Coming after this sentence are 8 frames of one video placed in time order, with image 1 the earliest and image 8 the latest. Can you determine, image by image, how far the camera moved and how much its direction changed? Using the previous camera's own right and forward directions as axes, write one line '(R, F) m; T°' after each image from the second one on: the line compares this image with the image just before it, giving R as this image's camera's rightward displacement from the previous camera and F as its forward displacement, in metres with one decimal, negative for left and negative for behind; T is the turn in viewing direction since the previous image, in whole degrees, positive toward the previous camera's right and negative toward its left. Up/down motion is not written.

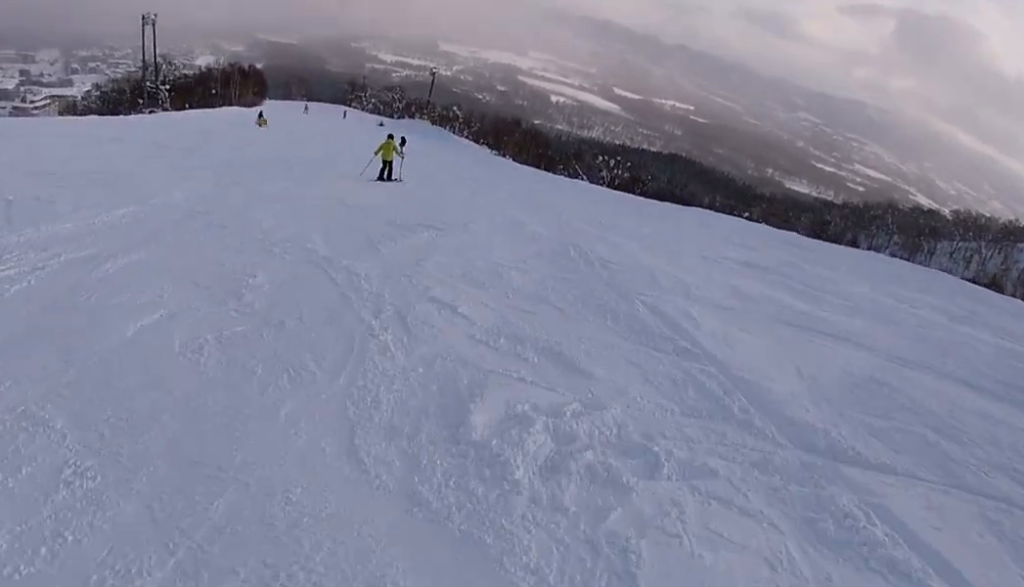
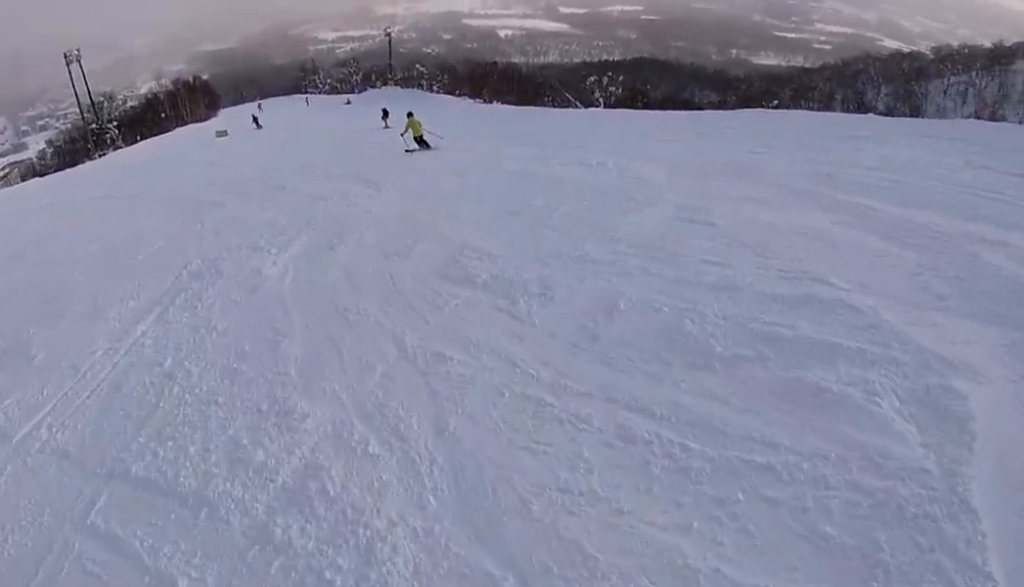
(-0.2, +7.3) m; +9°
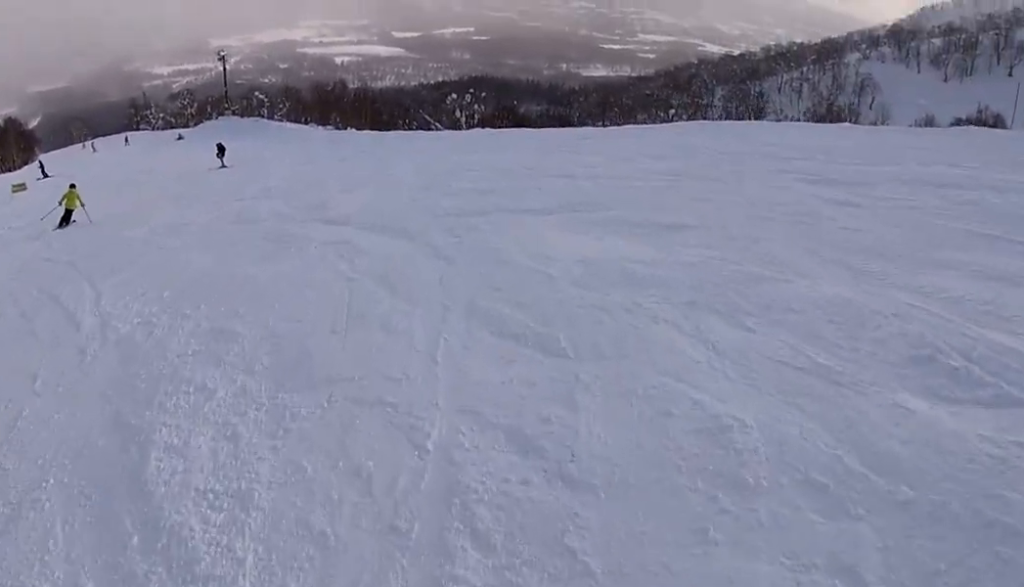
(+0.9, +10.6) m; -4°
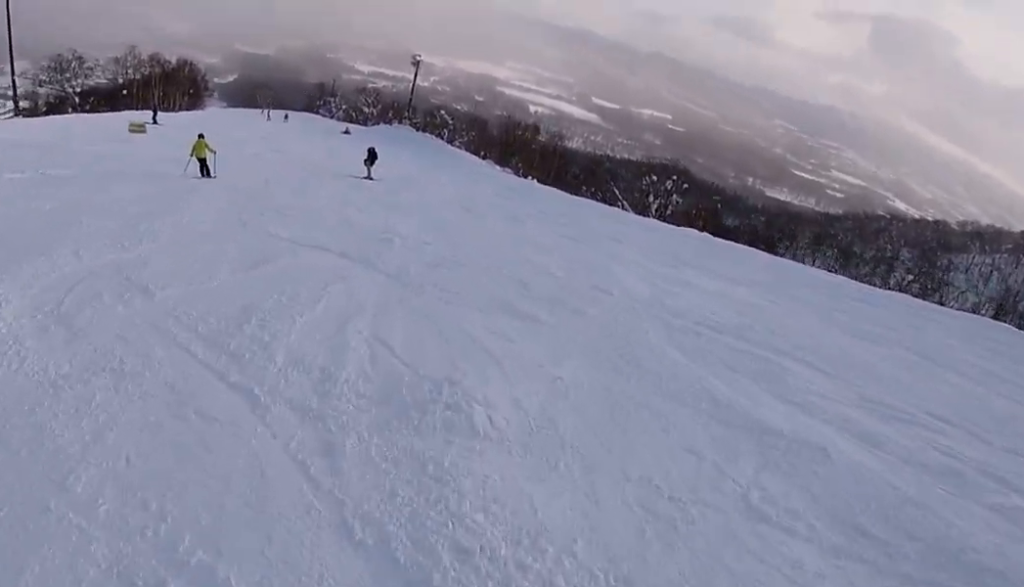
(-1.0, +9.2) m; -8°
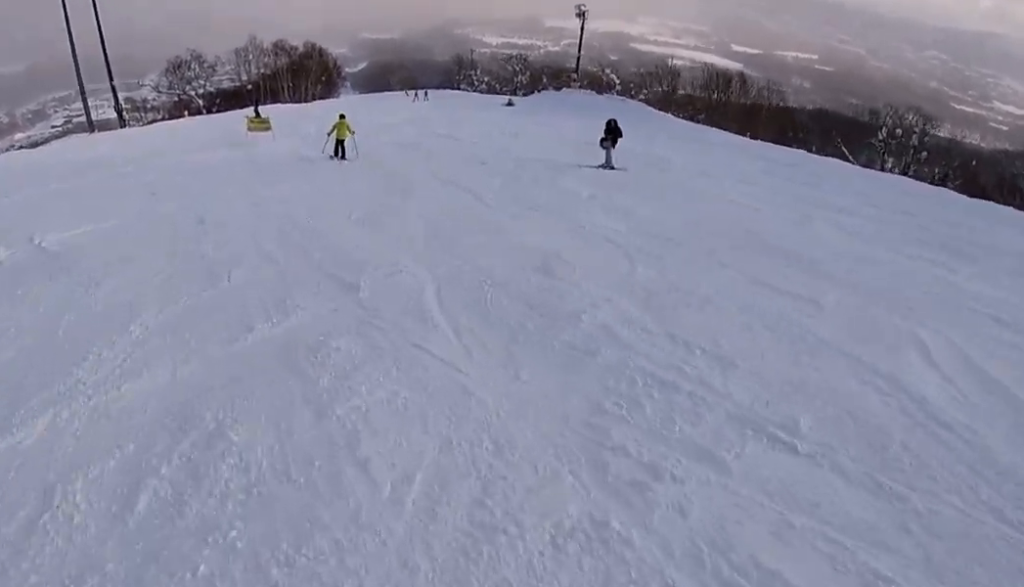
(-0.2, +11.4) m; 0°
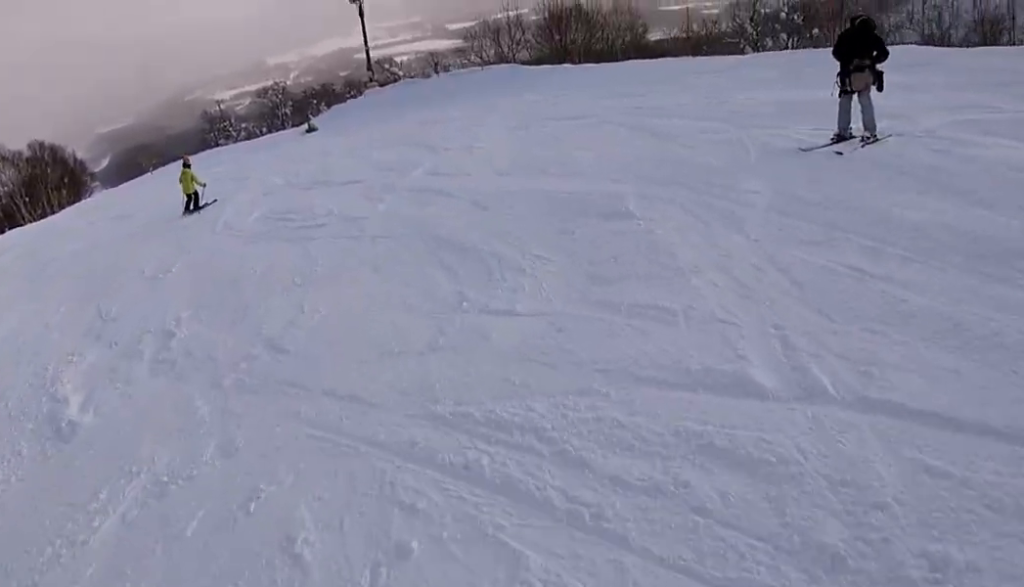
(+1.1, +14.9) m; +6°
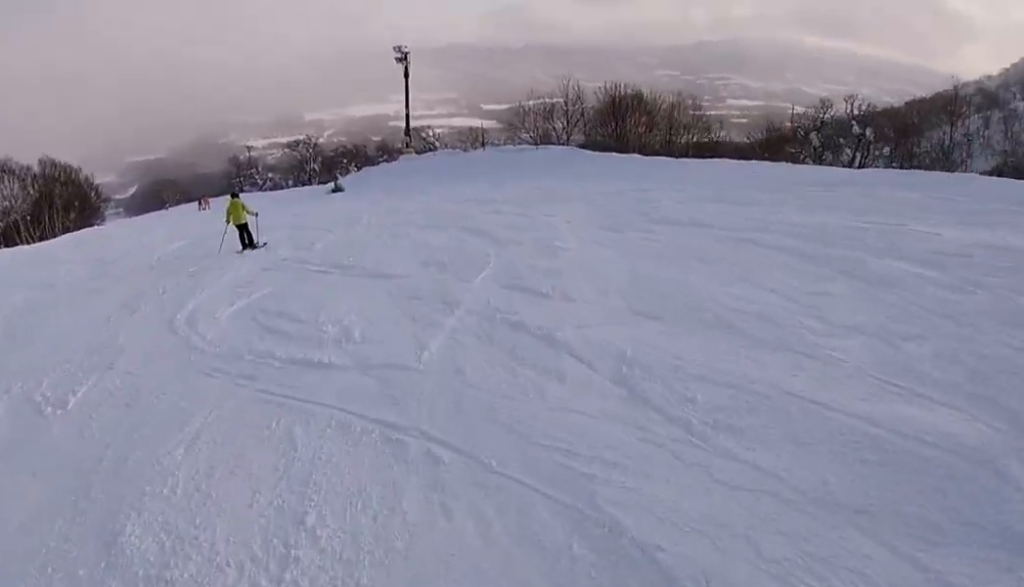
(+0.3, +4.2) m; -1°
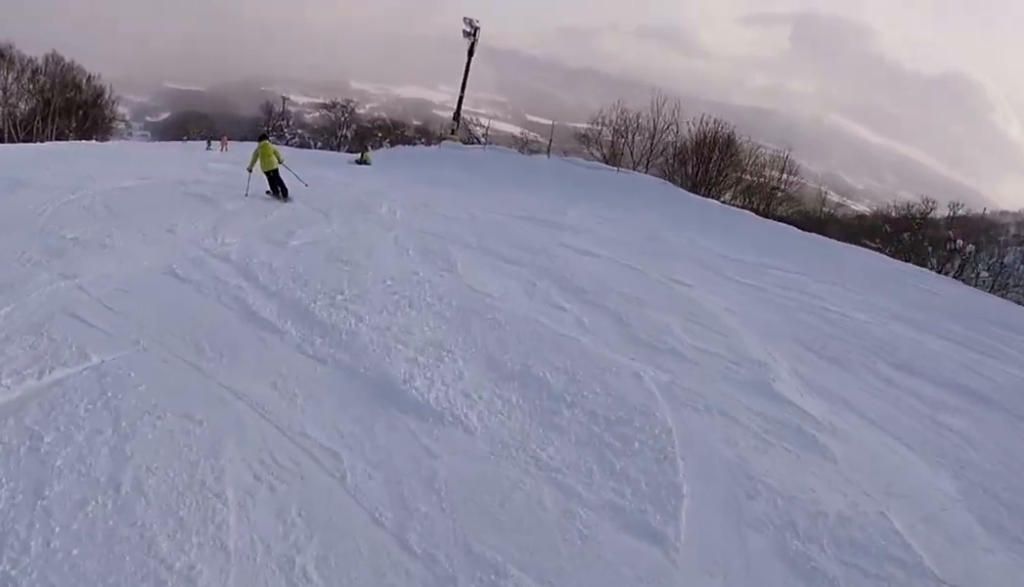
(-0.4, +5.5) m; -7°
